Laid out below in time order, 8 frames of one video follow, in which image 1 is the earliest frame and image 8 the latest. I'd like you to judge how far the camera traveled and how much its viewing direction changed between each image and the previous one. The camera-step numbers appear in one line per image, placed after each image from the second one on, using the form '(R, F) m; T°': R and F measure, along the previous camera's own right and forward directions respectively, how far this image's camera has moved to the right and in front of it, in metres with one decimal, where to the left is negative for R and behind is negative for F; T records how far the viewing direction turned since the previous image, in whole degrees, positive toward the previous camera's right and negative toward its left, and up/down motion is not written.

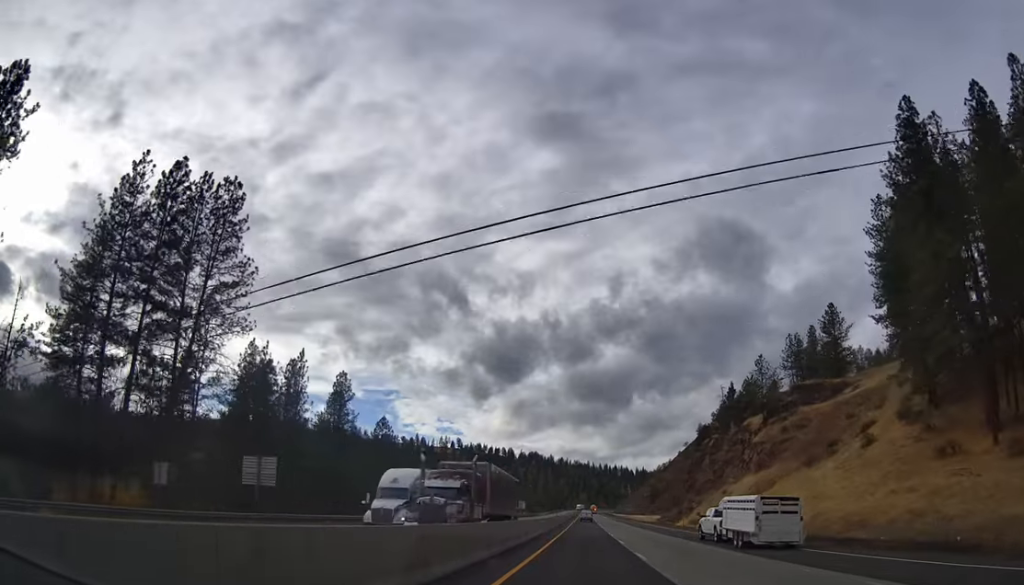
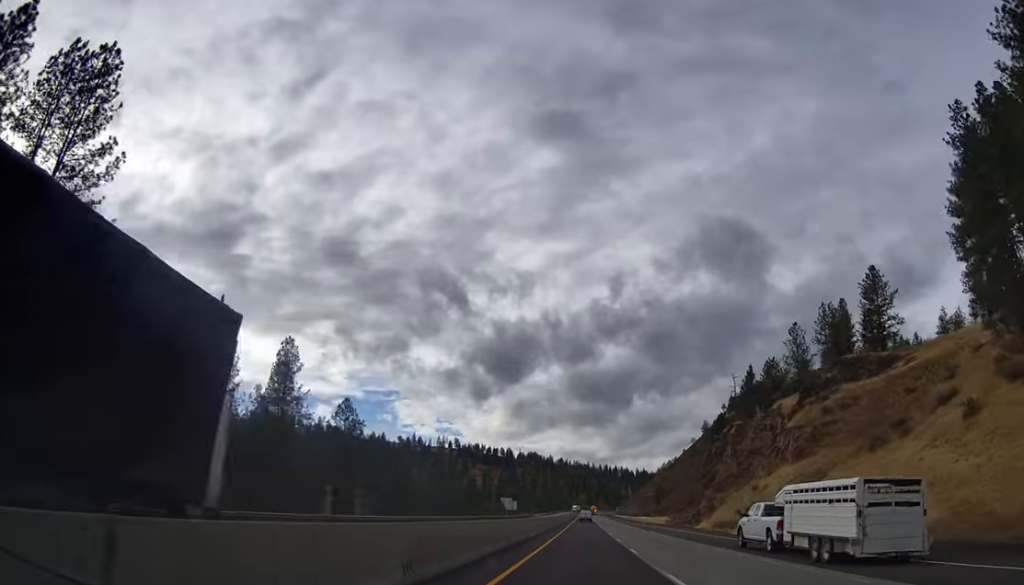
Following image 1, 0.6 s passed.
(+0.2, +21.4) m; 0°
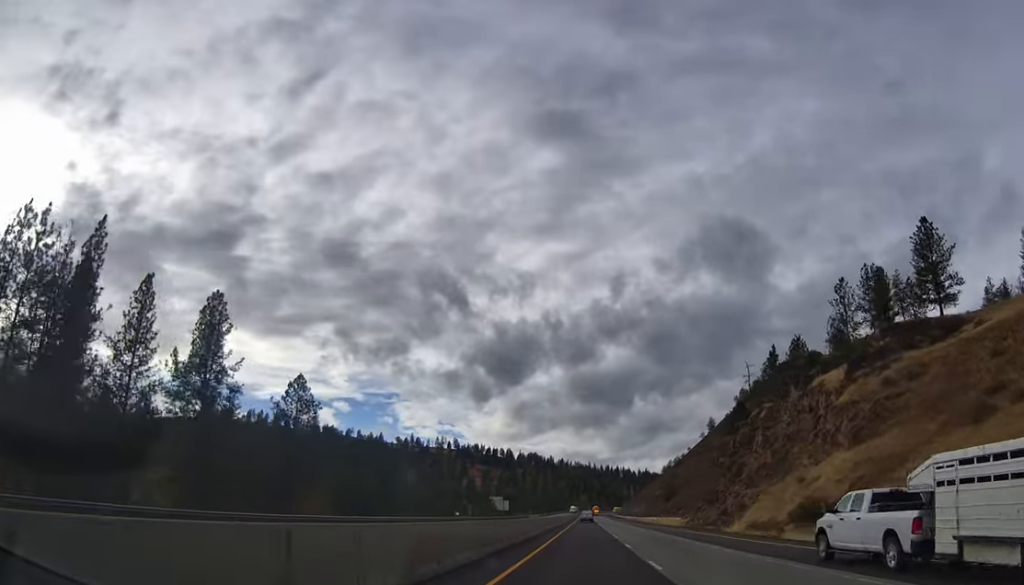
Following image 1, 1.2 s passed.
(0.0, +20.2) m; 0°
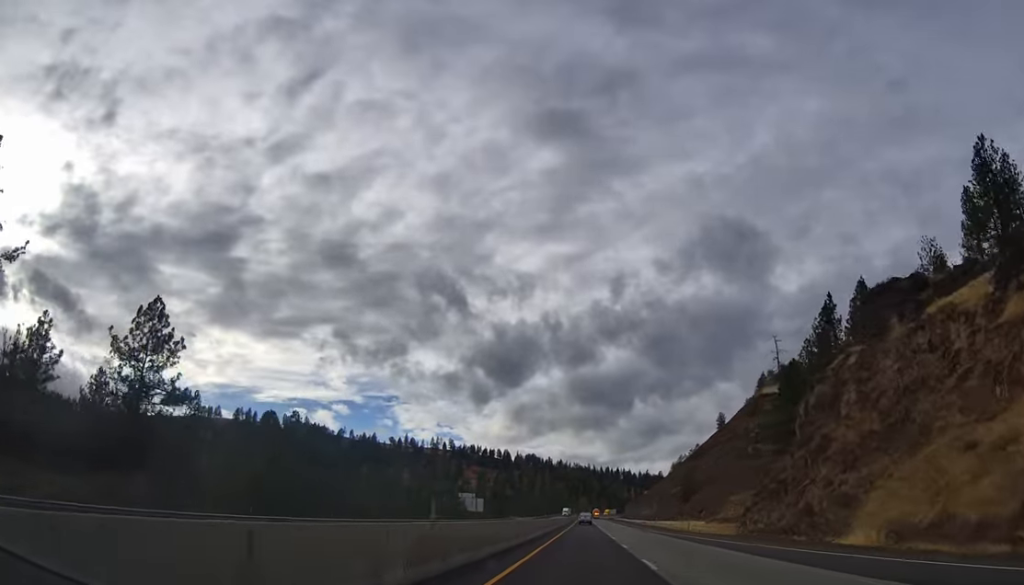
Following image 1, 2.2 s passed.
(+0.1, +35.5) m; 0°
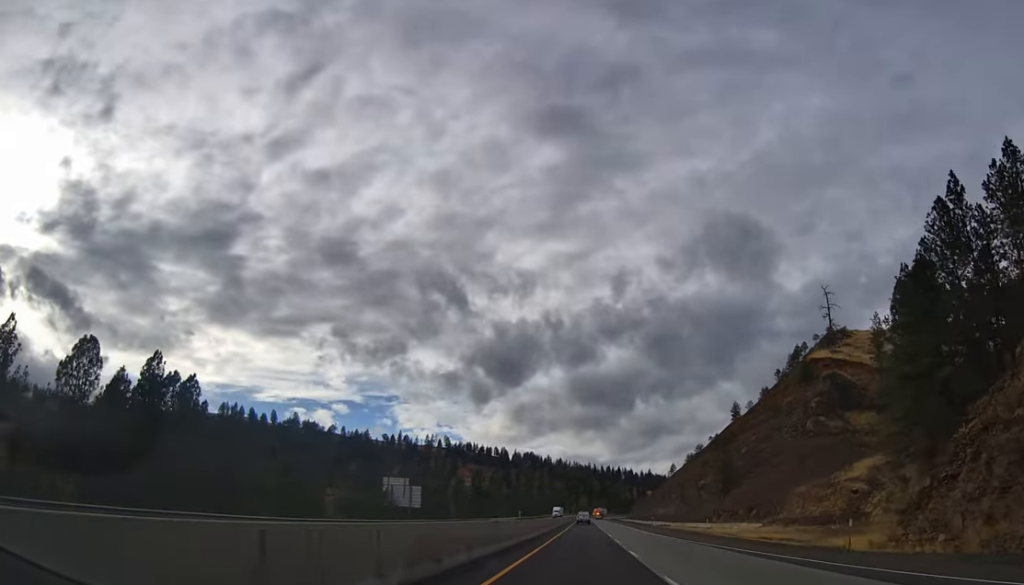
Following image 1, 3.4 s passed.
(-0.3, +42.5) m; 0°
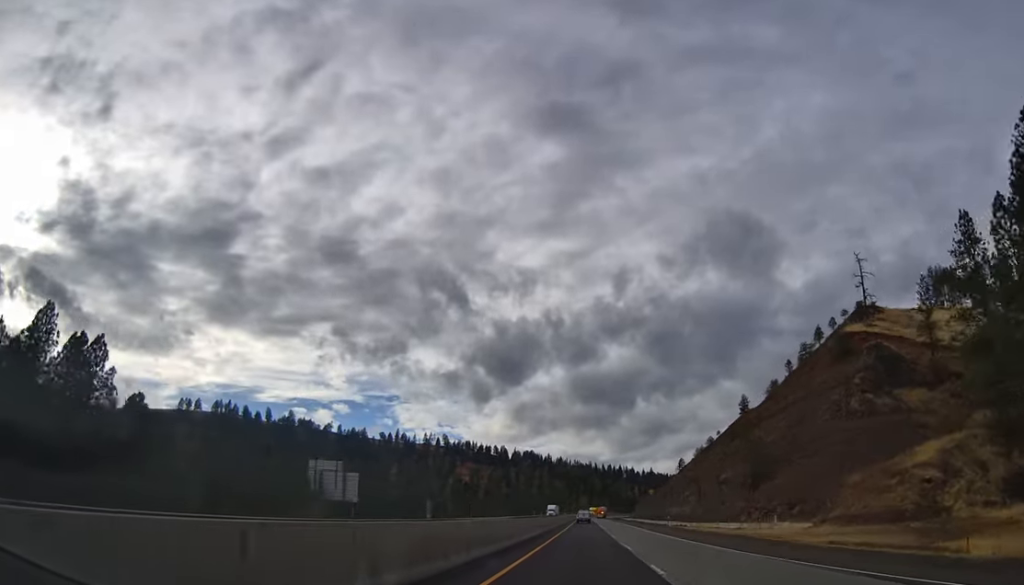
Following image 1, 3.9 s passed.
(-0.2, +20.0) m; 0°
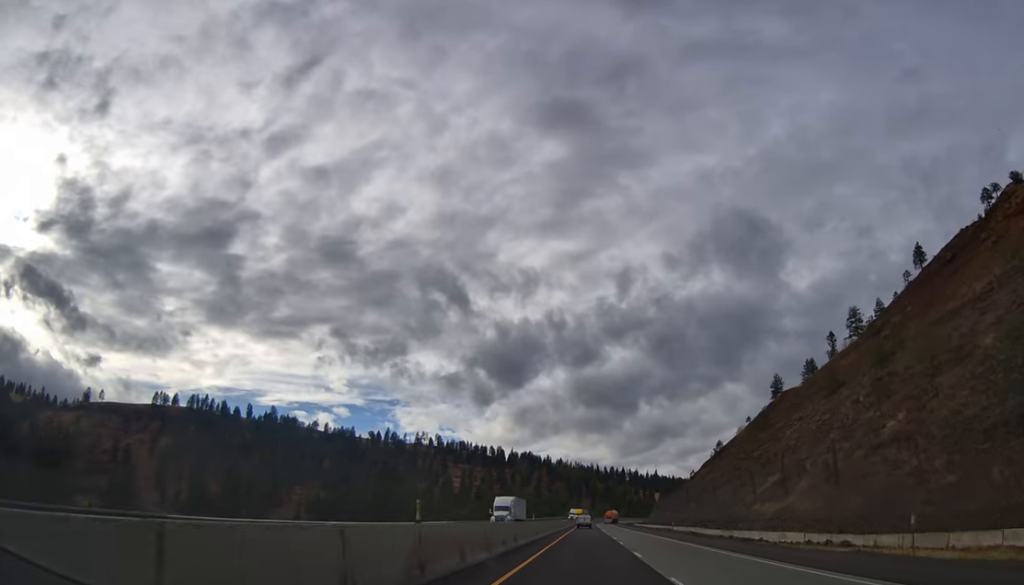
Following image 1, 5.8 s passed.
(+1.1, +64.5) m; 0°
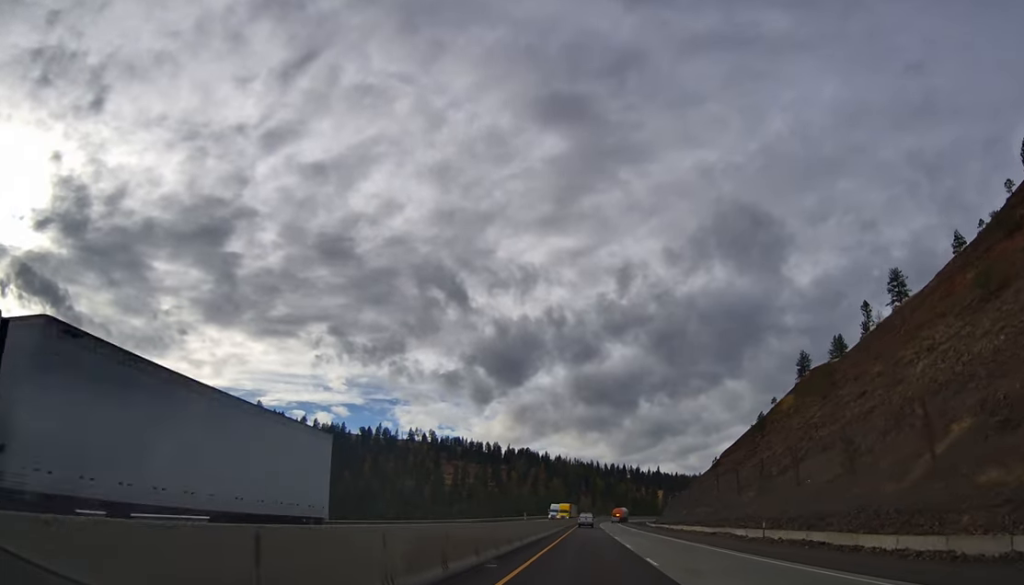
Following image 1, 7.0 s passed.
(-0.3, +41.4) m; 0°
